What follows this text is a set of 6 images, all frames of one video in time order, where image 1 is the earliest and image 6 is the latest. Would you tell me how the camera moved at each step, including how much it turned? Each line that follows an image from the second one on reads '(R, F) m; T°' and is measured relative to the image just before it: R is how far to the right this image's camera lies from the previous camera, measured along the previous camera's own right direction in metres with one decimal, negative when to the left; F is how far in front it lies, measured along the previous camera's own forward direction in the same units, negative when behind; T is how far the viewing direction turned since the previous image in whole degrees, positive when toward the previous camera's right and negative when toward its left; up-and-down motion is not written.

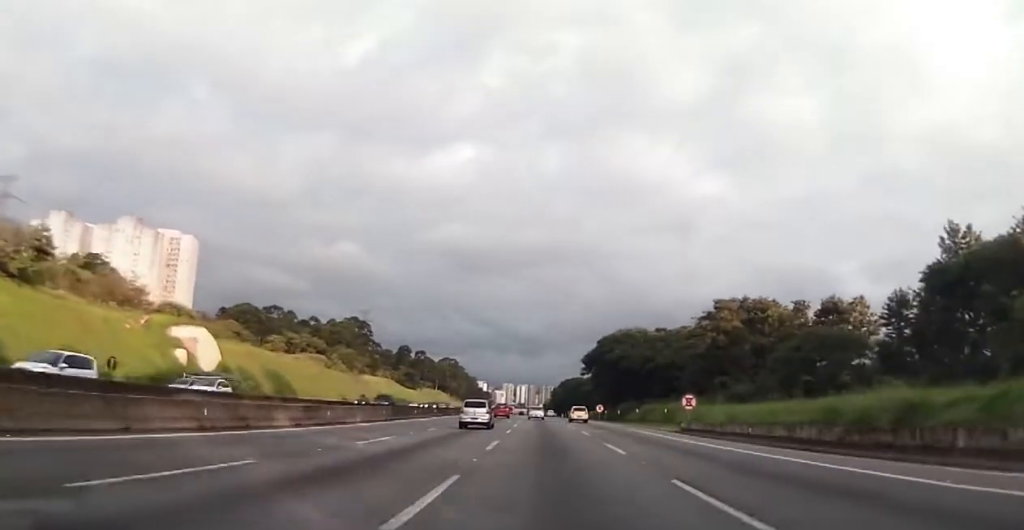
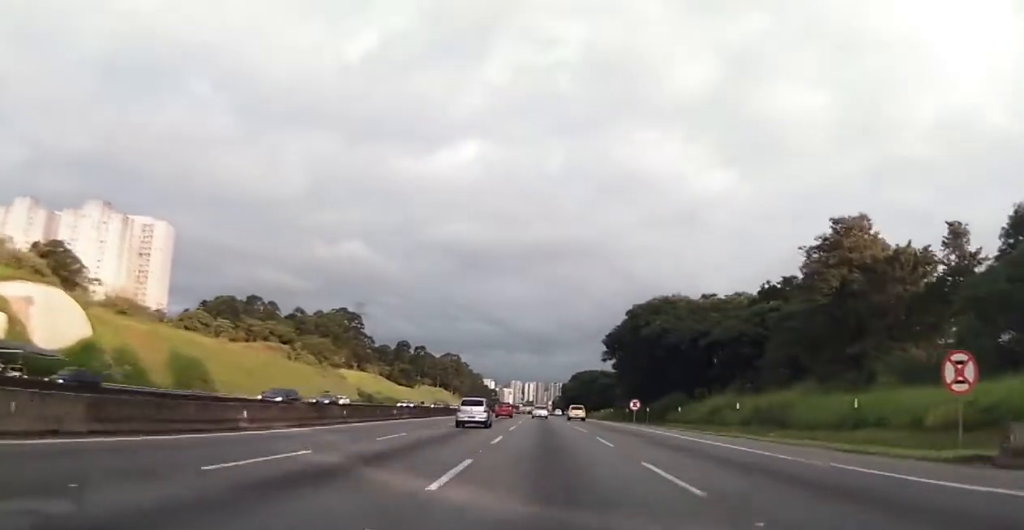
(-0.3, +33.6) m; 0°
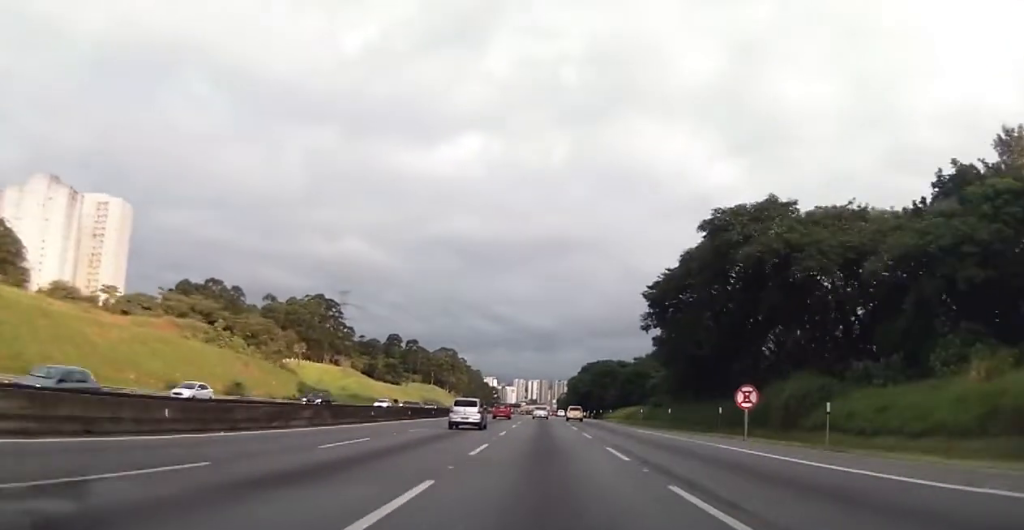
(+0.2, +41.4) m; -1°
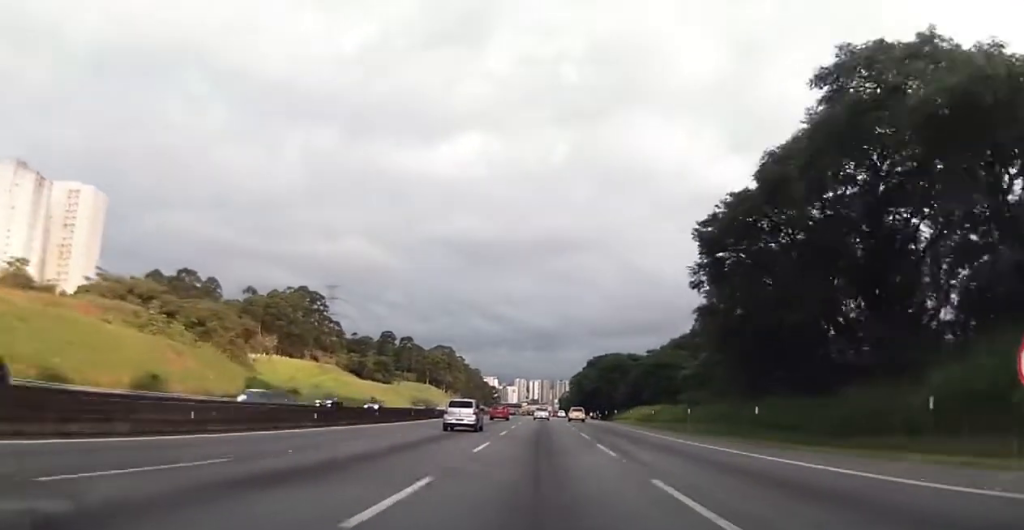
(-0.3, +22.1) m; -1°
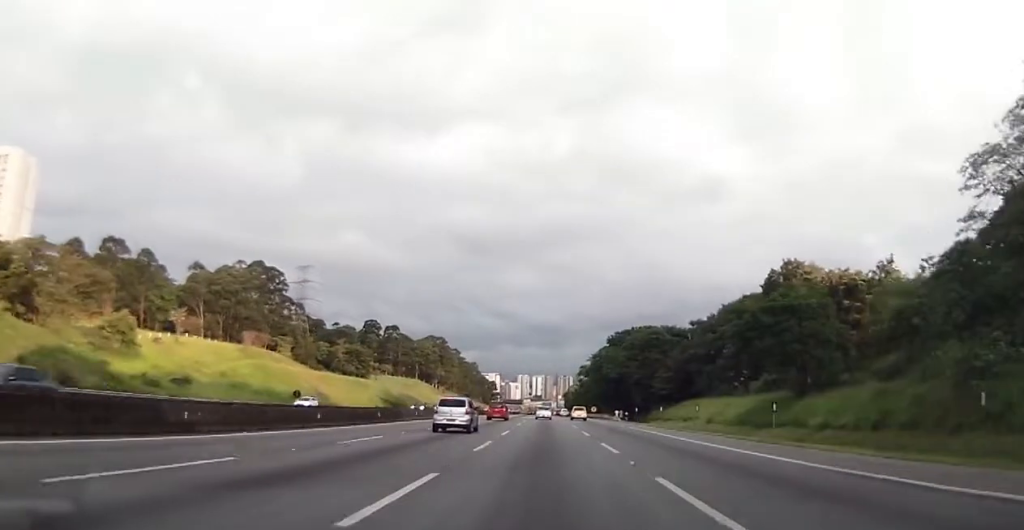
(+0.2, +47.8) m; +1°
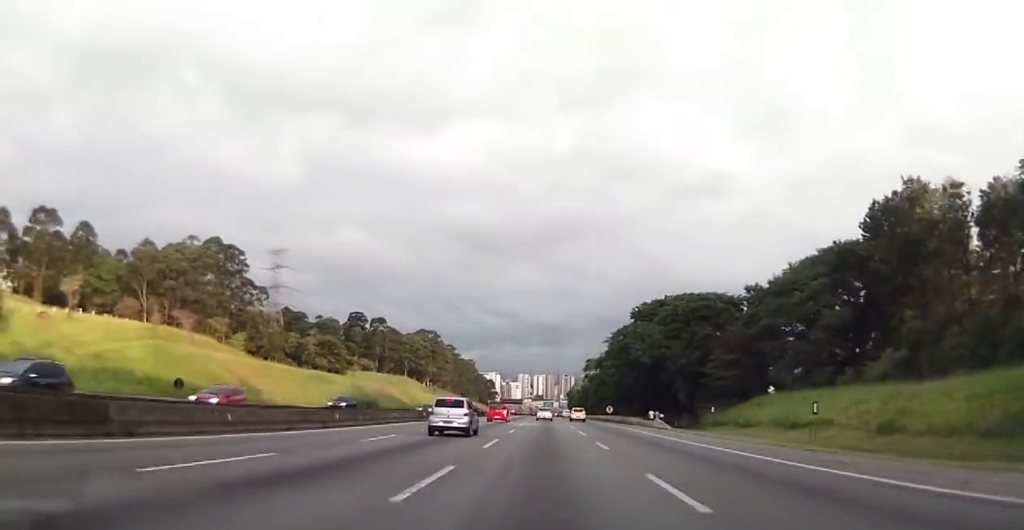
(-0.3, +33.9) m; -1°
